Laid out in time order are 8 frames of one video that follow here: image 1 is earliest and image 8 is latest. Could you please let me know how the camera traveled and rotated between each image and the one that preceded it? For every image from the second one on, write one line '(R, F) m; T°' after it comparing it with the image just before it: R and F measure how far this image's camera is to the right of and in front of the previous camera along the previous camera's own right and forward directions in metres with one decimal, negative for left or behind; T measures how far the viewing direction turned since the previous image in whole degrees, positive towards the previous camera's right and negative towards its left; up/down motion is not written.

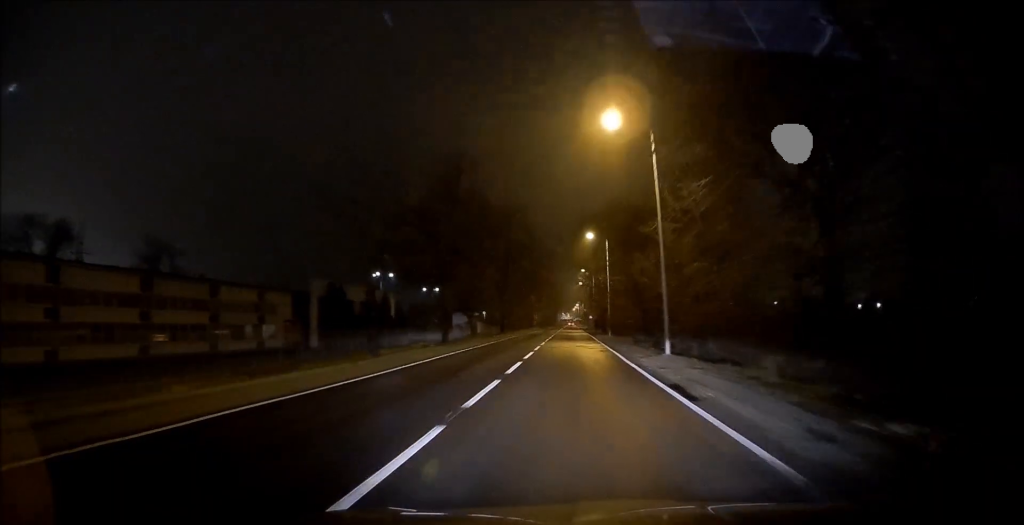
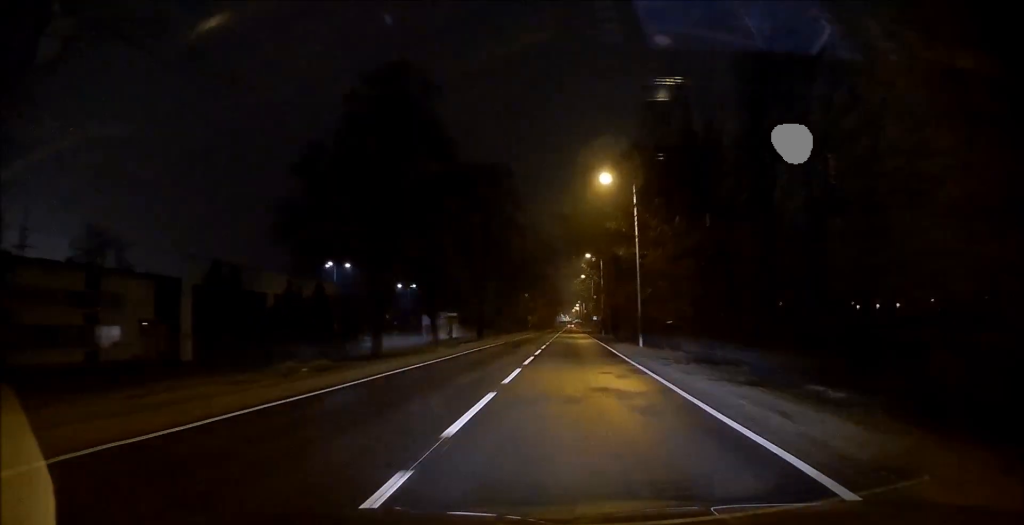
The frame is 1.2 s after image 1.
(-0.1, +20.1) m; 0°
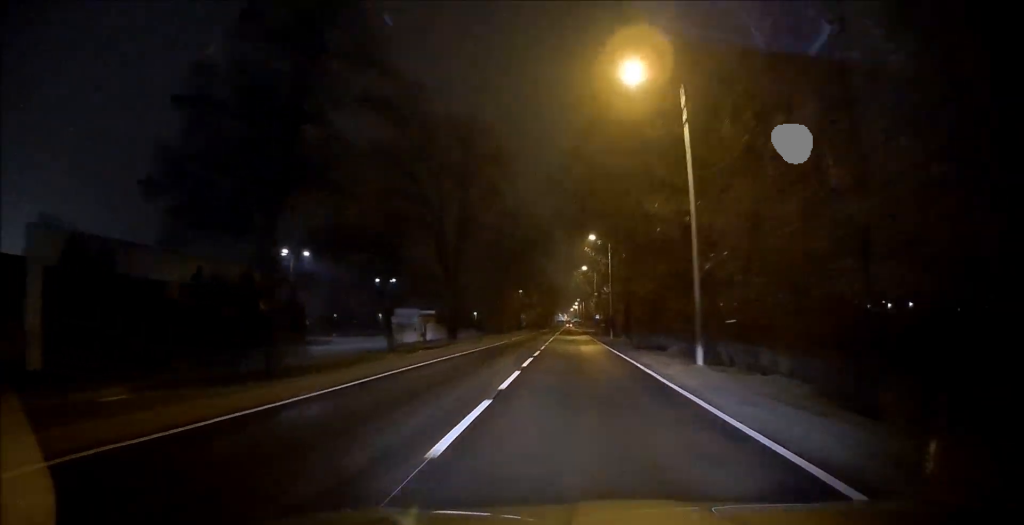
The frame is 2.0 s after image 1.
(+0.1, +12.9) m; 0°
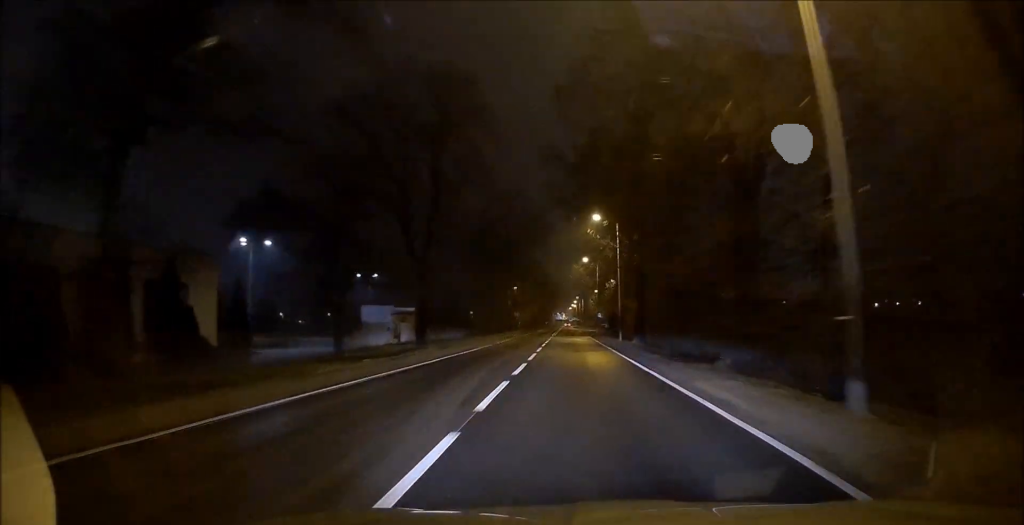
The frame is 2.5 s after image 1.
(0.0, +9.0) m; 0°
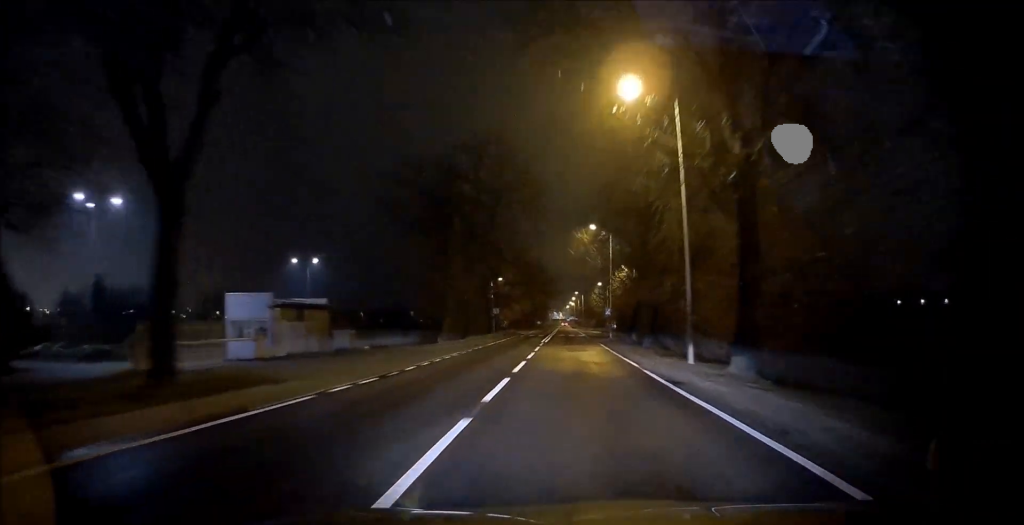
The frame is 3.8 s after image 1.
(+0.2, +22.7) m; 0°
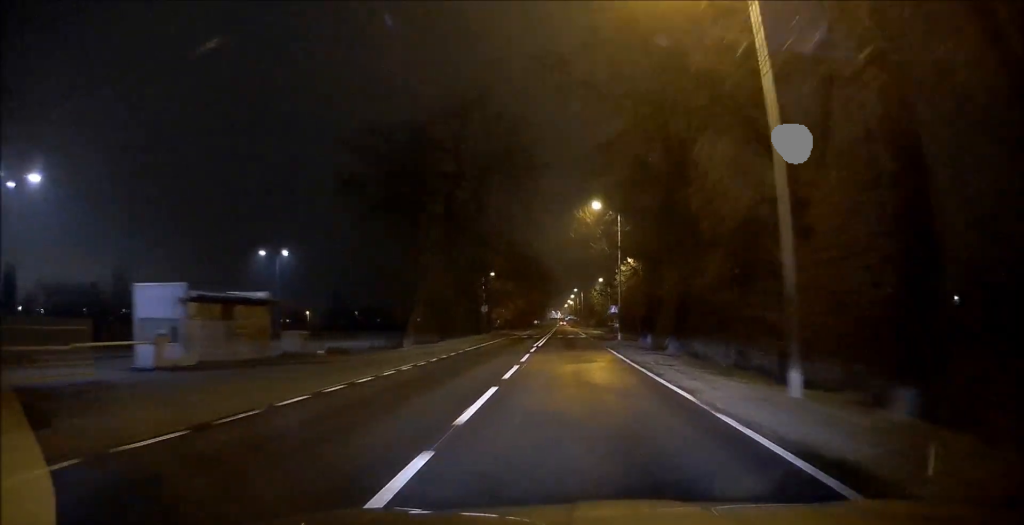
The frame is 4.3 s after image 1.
(+0.1, +8.0) m; 0°
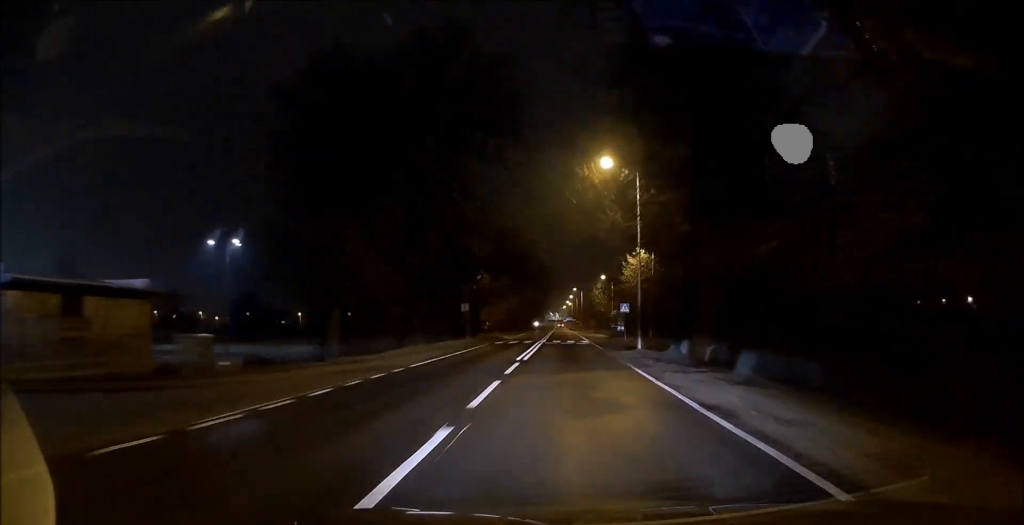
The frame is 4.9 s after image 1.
(-0.2, +10.3) m; 0°
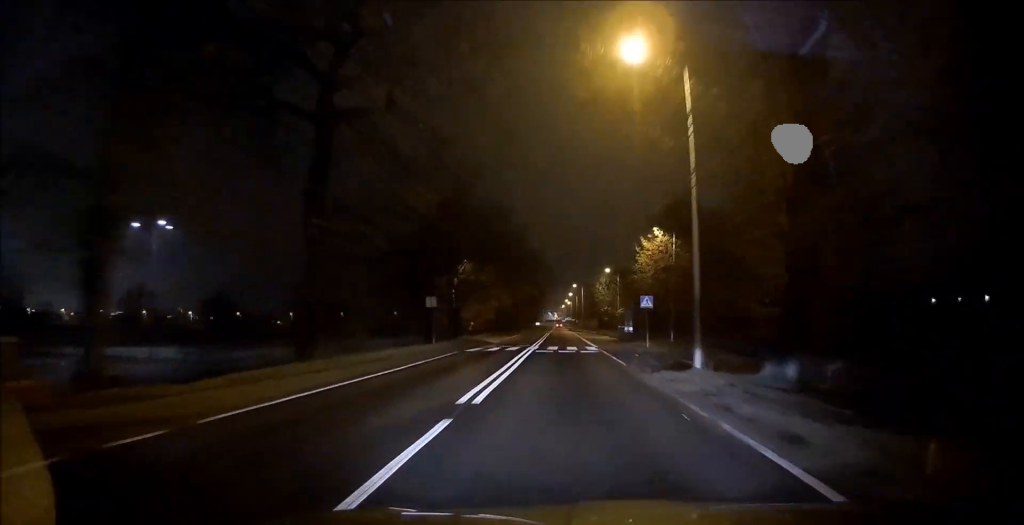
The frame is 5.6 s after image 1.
(0.0, +11.5) m; 0°
